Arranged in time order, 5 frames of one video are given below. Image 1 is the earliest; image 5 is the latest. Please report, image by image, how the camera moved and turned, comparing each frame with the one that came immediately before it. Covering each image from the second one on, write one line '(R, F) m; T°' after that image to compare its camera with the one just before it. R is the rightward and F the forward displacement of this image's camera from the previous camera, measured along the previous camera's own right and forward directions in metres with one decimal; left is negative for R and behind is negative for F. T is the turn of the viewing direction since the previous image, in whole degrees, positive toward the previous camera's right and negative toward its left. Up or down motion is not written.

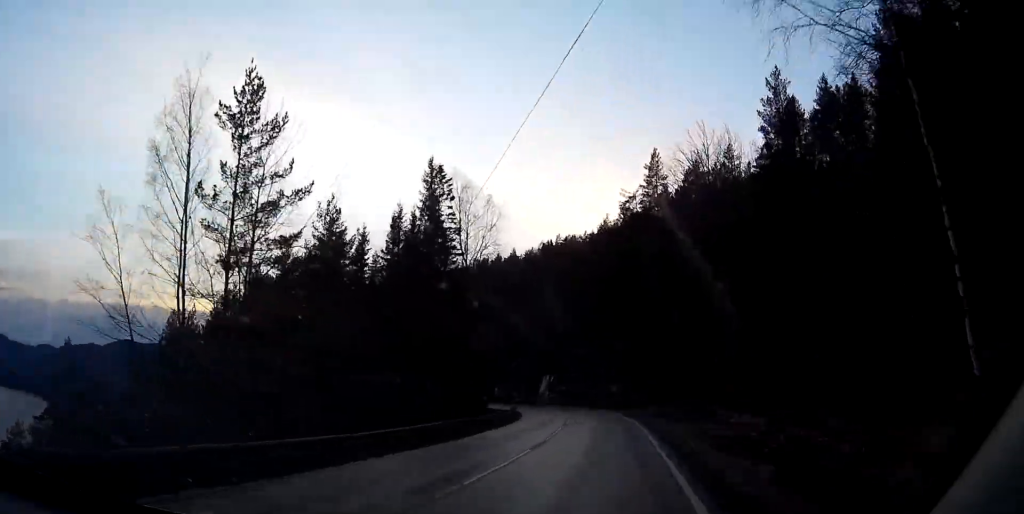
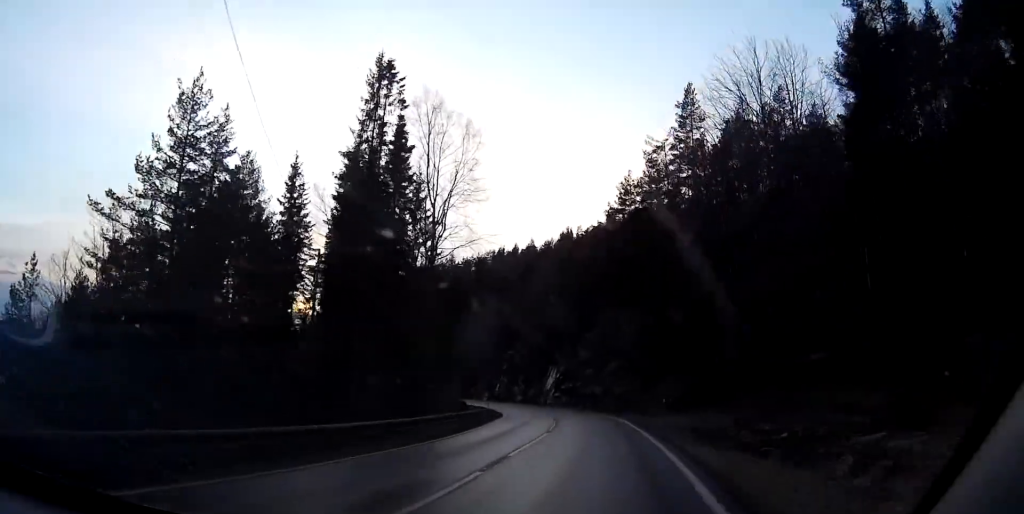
(-0.6, +19.0) m; -3°
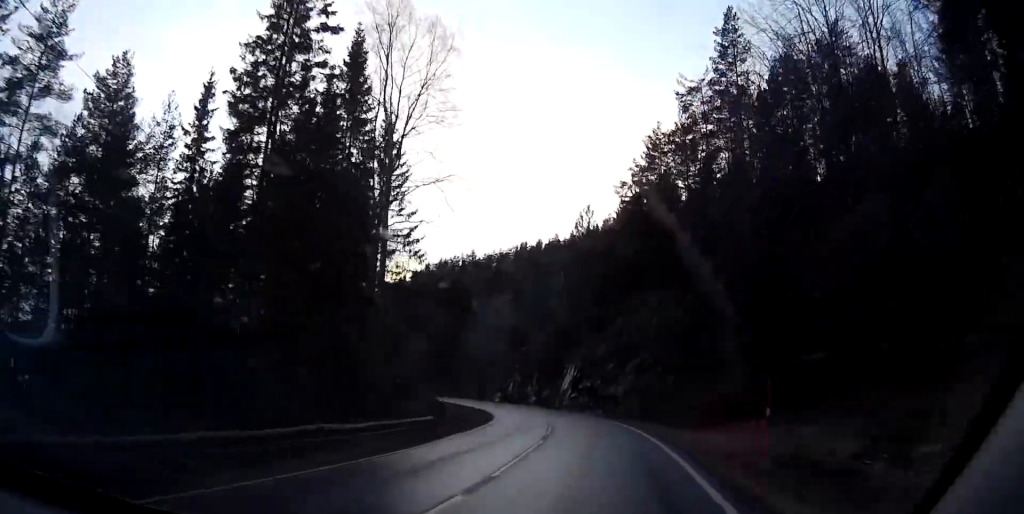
(-0.2, +14.4) m; -1°
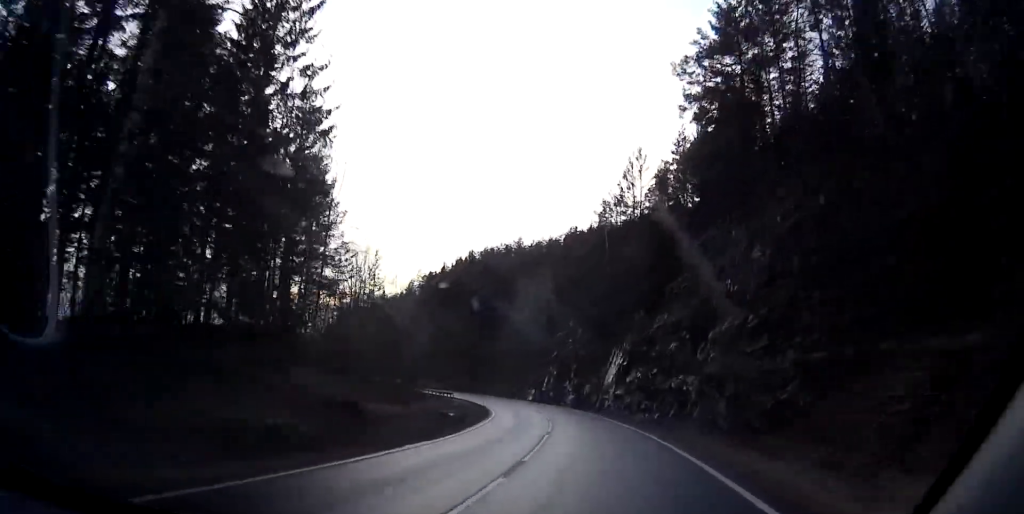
(-0.3, +21.7) m; -2°
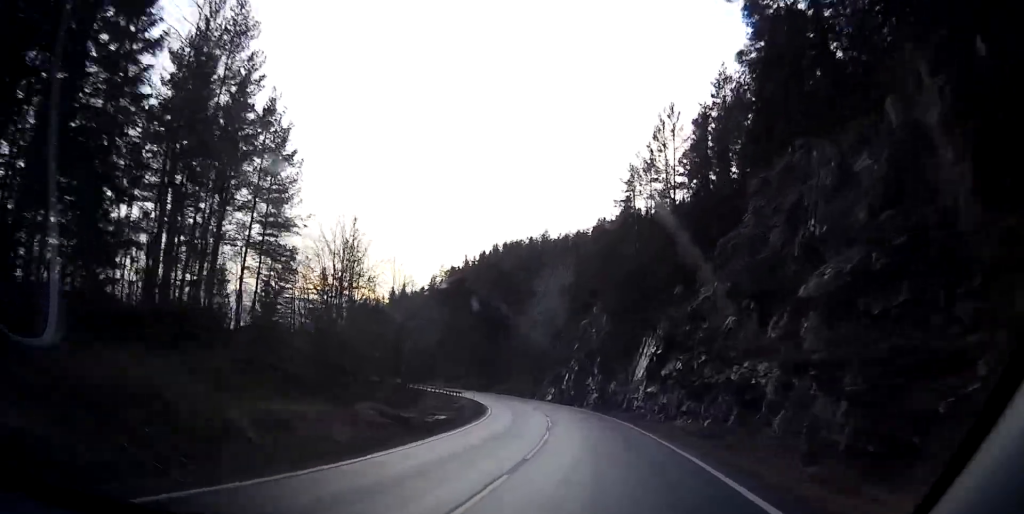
(-0.1, +11.7) m; -2°
